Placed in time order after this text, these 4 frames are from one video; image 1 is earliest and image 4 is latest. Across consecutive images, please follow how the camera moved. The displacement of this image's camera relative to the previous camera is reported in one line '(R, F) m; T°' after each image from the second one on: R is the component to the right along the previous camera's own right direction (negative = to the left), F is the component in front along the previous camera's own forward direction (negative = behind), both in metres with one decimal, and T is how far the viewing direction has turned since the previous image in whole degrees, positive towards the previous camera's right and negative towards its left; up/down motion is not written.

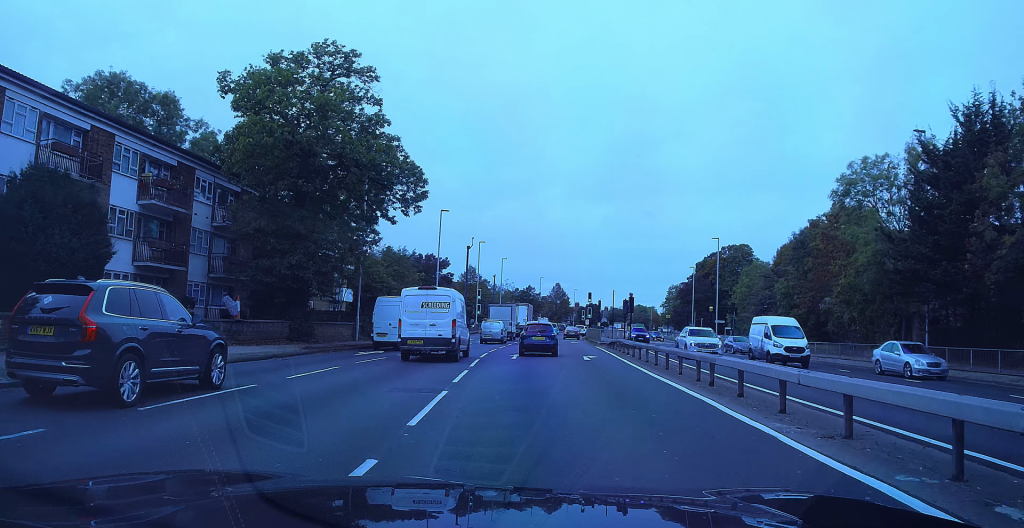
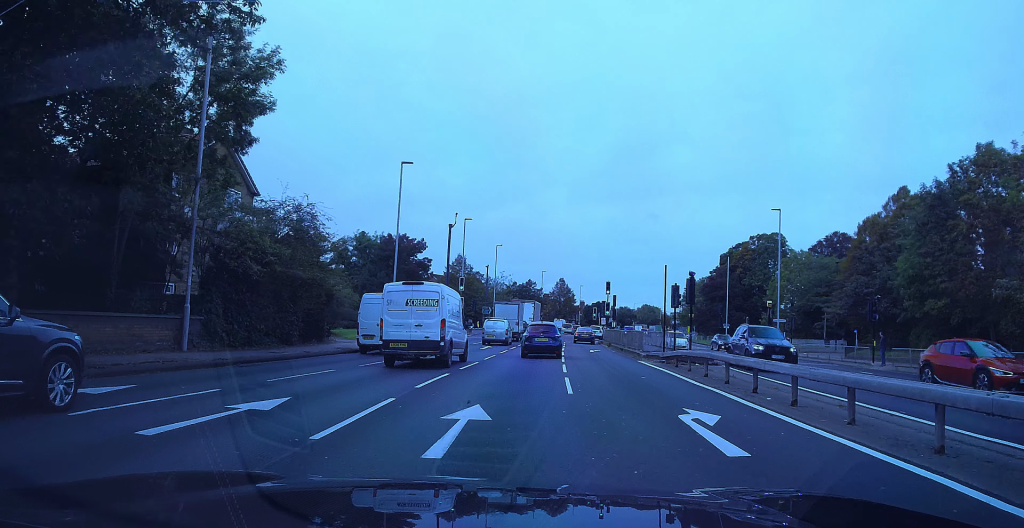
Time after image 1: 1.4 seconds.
(-0.2, +19.5) m; -2°
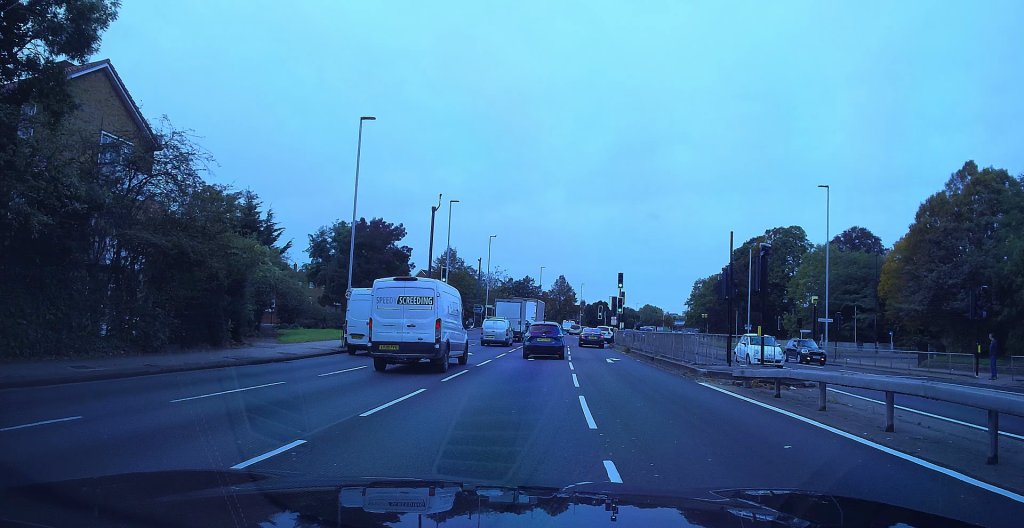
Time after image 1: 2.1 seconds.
(-0.4, +10.4) m; 0°
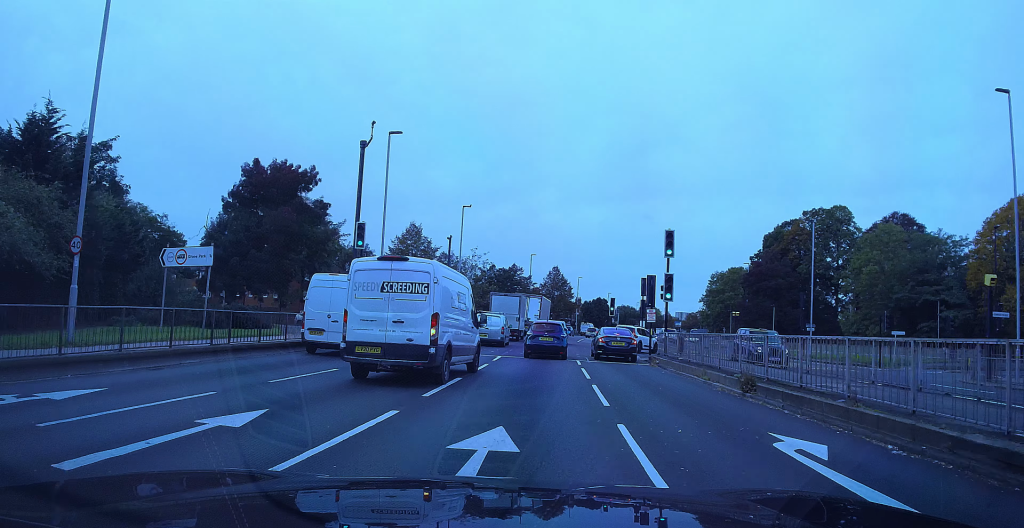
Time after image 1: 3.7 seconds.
(+0.7, +21.3) m; +2°
